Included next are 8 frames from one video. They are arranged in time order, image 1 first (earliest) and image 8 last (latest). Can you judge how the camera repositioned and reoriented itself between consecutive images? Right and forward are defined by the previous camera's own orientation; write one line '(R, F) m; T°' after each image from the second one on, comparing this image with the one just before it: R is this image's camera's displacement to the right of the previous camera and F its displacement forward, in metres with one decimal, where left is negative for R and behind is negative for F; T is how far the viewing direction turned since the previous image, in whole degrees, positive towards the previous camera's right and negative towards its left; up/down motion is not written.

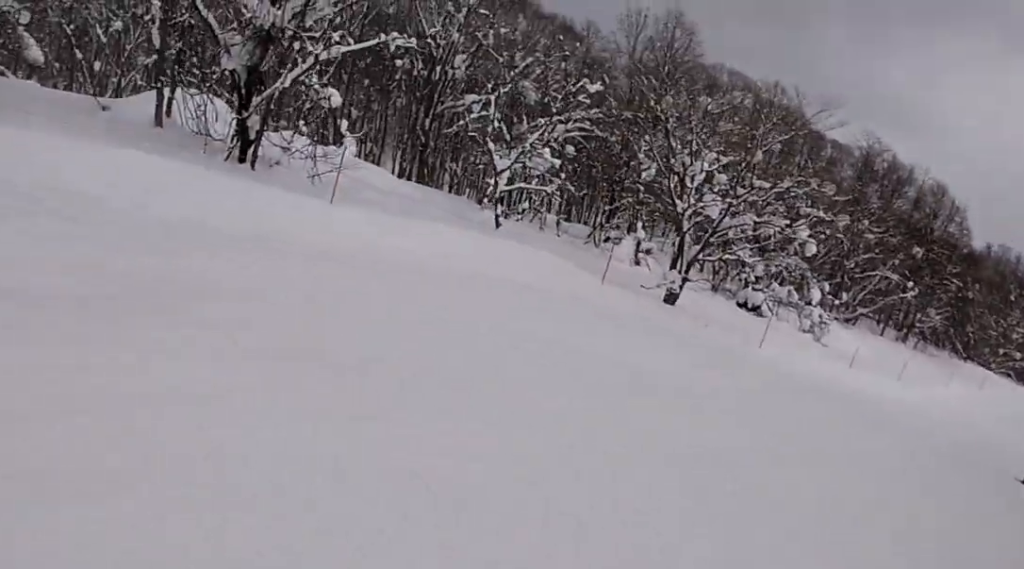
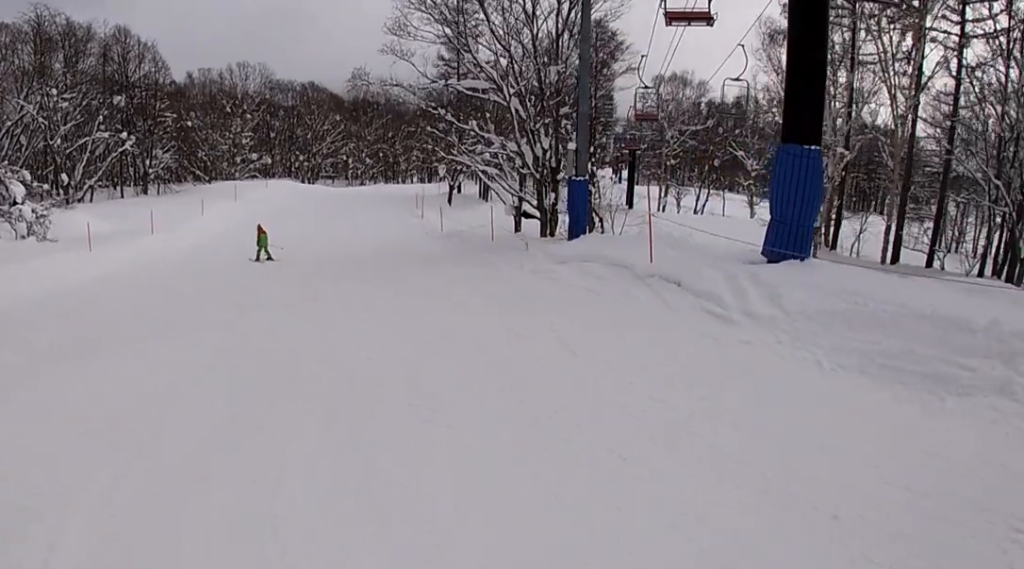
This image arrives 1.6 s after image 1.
(-0.2, +8.0) m; -2°
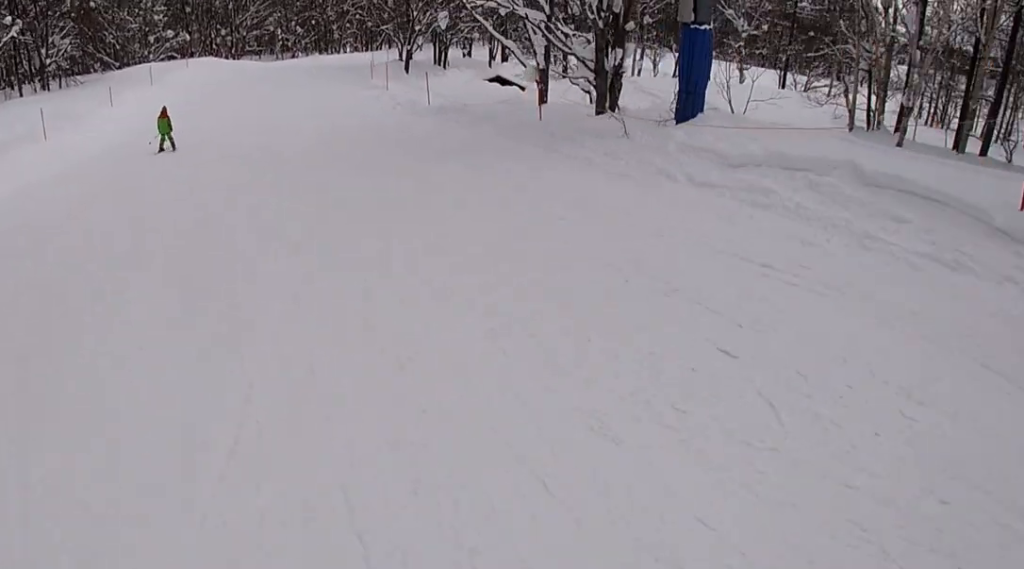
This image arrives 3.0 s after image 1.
(0.0, +8.0) m; +16°
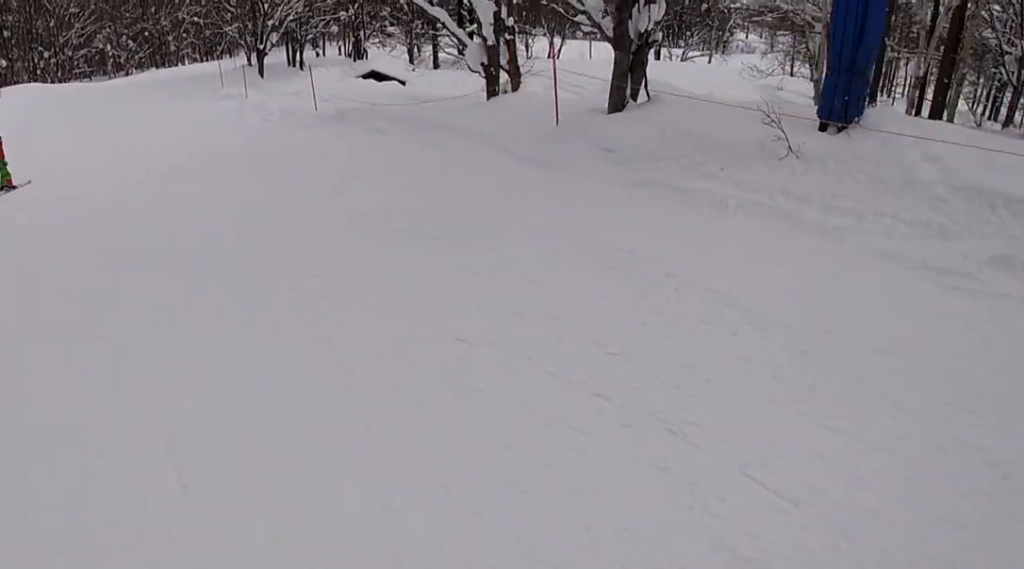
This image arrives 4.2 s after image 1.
(+1.8, +7.2) m; +10°
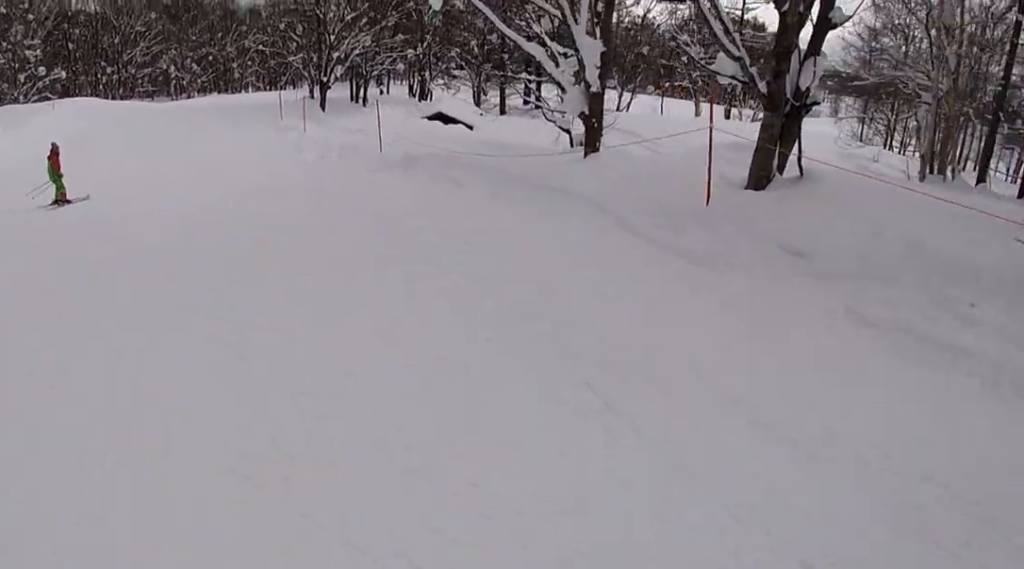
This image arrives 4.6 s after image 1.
(-0.1, +2.7) m; -6°
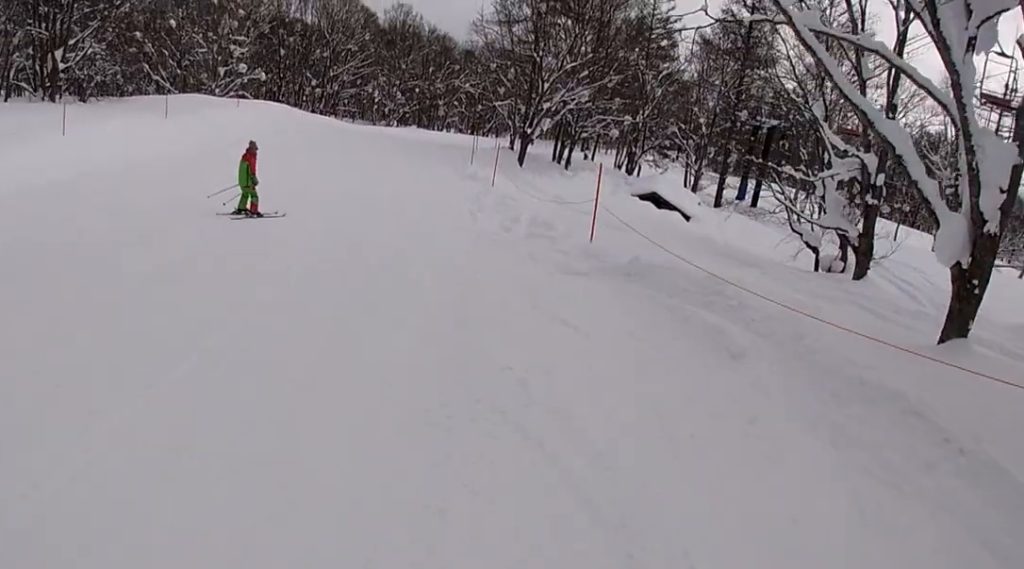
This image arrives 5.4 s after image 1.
(-0.6, +5.6) m; -7°
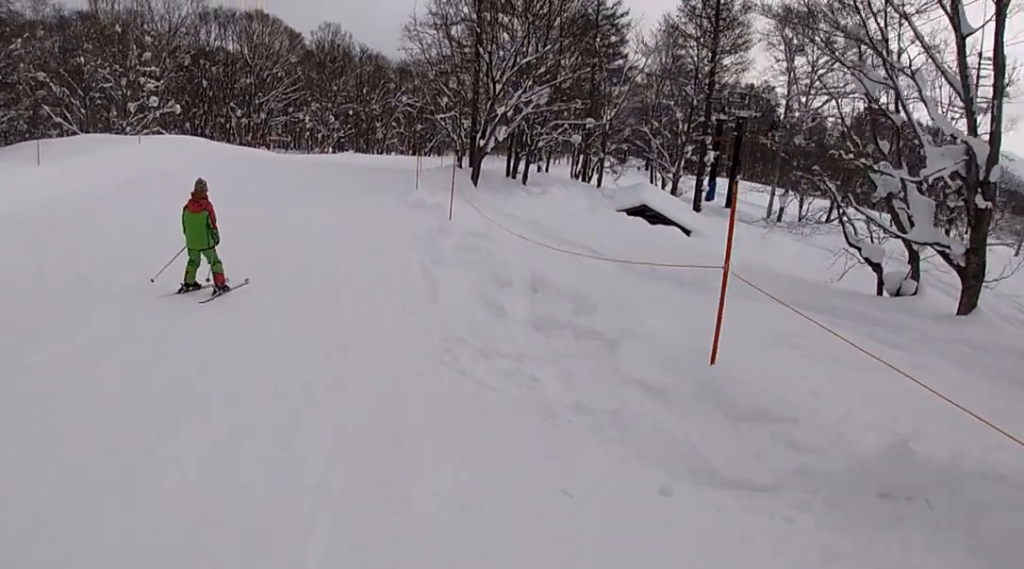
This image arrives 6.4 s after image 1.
(-0.4, +6.4) m; 0°
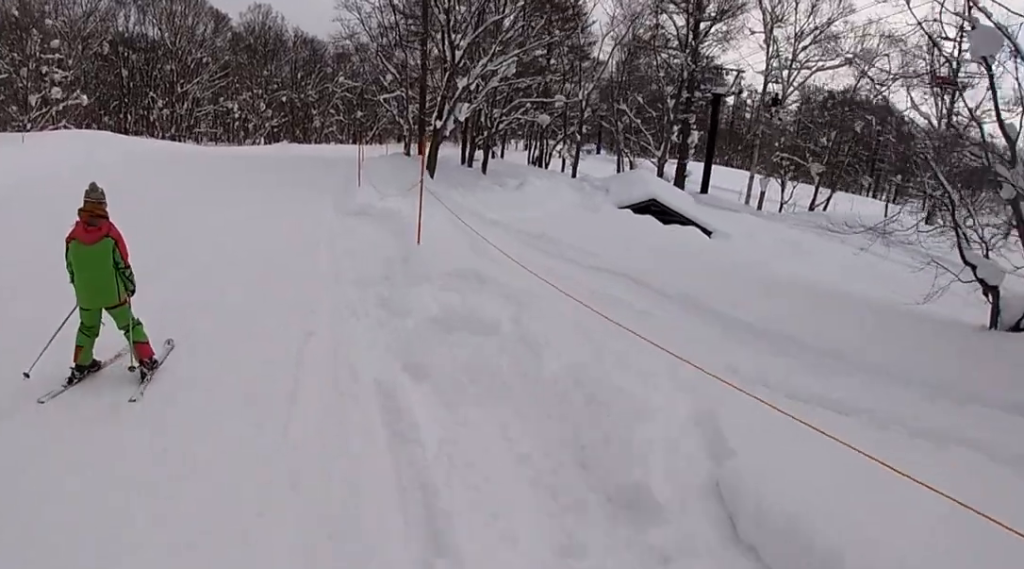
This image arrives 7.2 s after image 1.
(+0.8, +5.8) m; 0°
